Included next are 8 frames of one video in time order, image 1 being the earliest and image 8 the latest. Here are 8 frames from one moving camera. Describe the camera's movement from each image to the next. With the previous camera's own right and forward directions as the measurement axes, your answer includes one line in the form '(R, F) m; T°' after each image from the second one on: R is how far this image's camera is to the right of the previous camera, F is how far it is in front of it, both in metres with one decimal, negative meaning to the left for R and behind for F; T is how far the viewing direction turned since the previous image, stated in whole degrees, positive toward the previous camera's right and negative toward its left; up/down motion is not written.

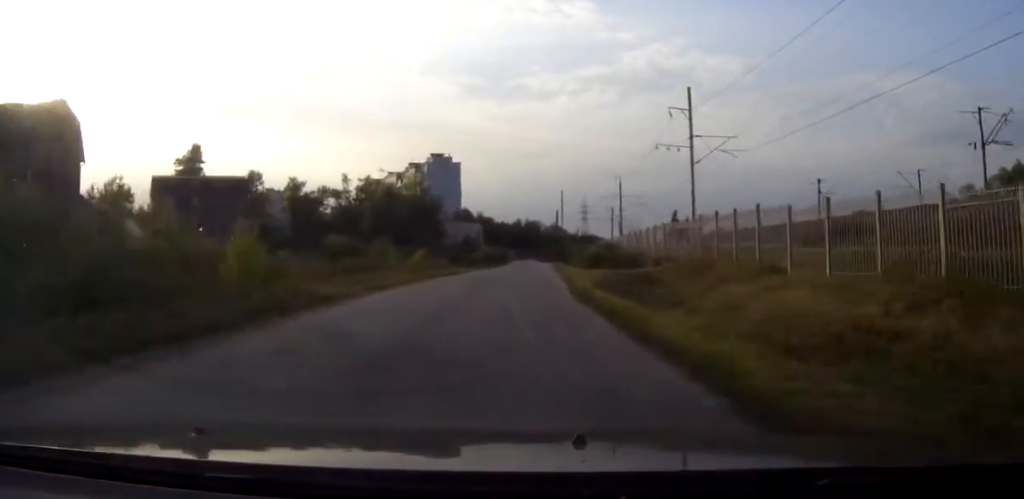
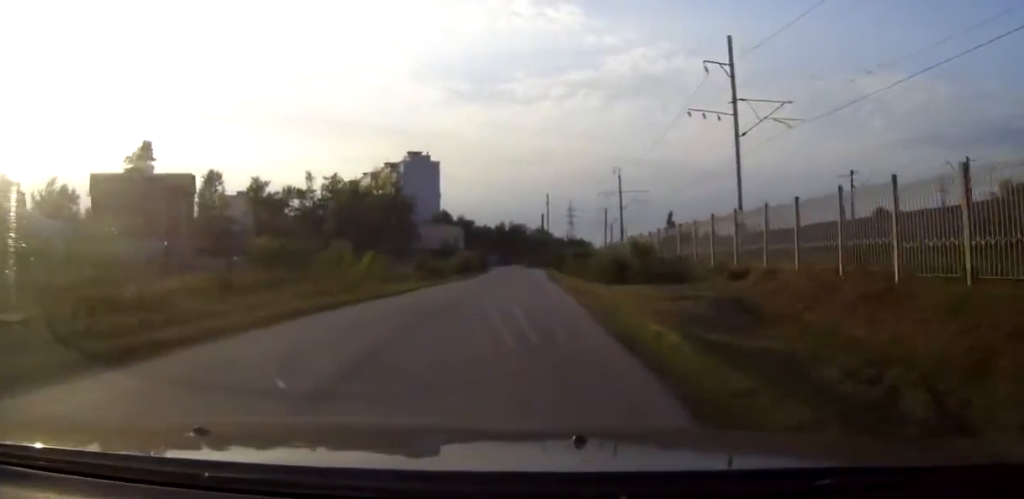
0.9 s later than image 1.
(+0.3, +17.7) m; +1°
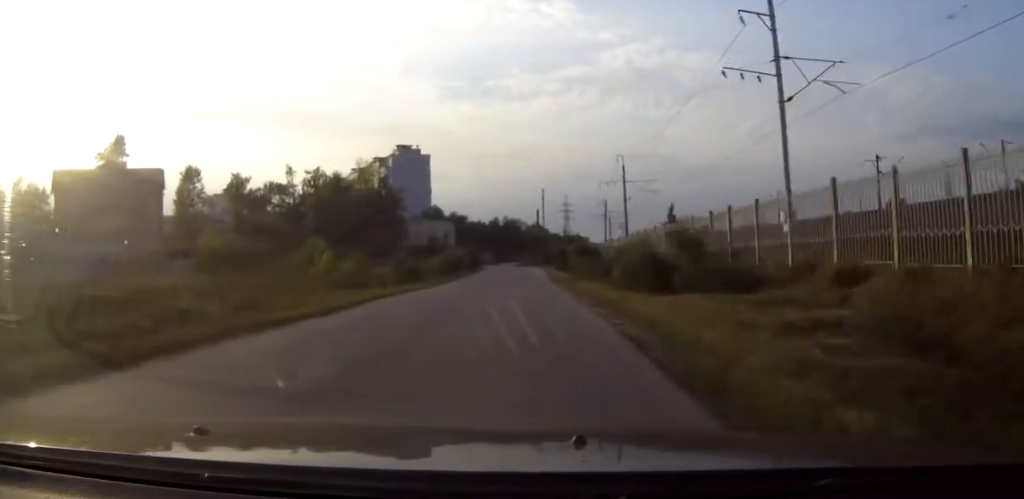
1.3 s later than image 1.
(0.0, +8.9) m; 0°
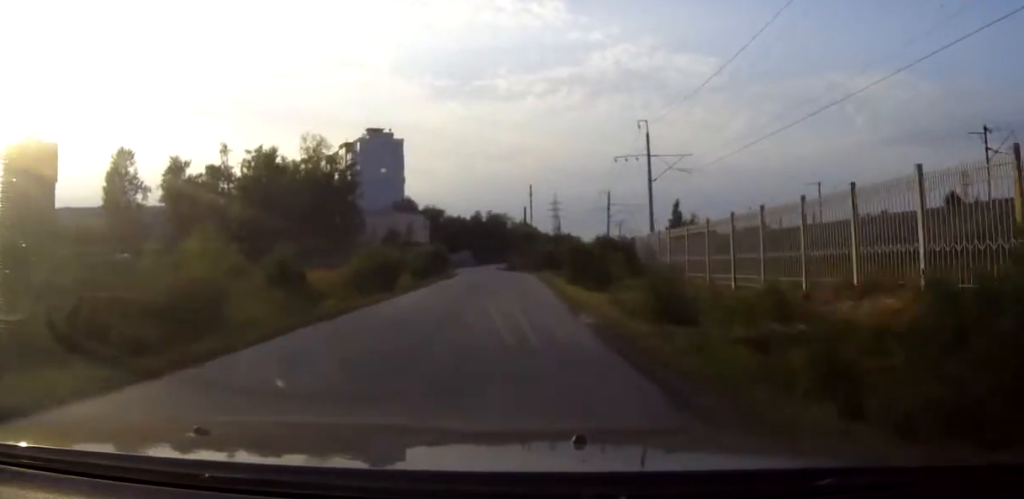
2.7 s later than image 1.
(+0.3, +27.1) m; +1°
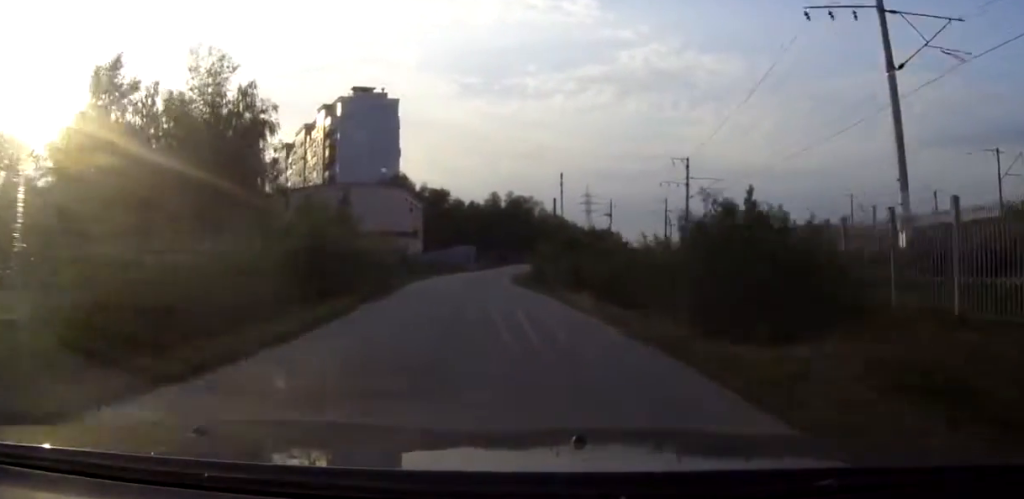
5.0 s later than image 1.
(-0.2, +44.3) m; -2°
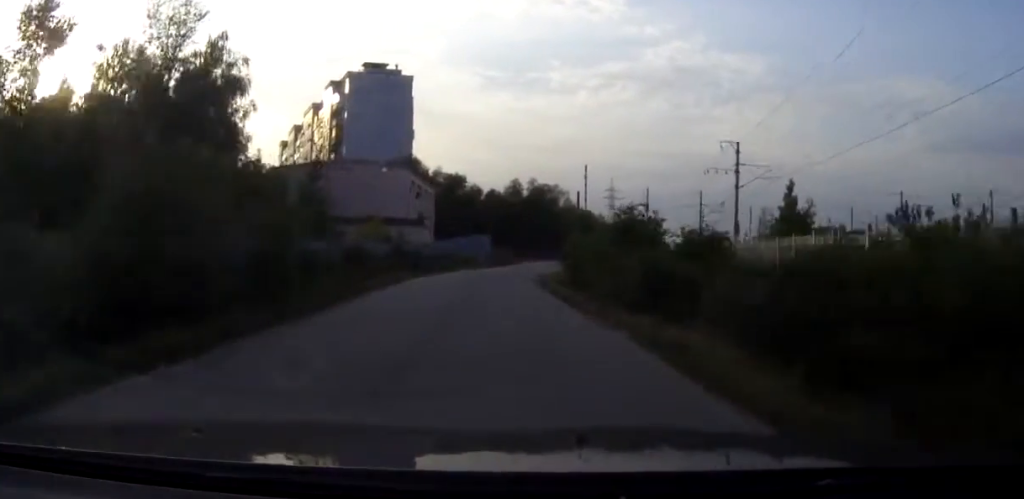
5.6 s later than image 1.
(-0.1, +12.1) m; -1°
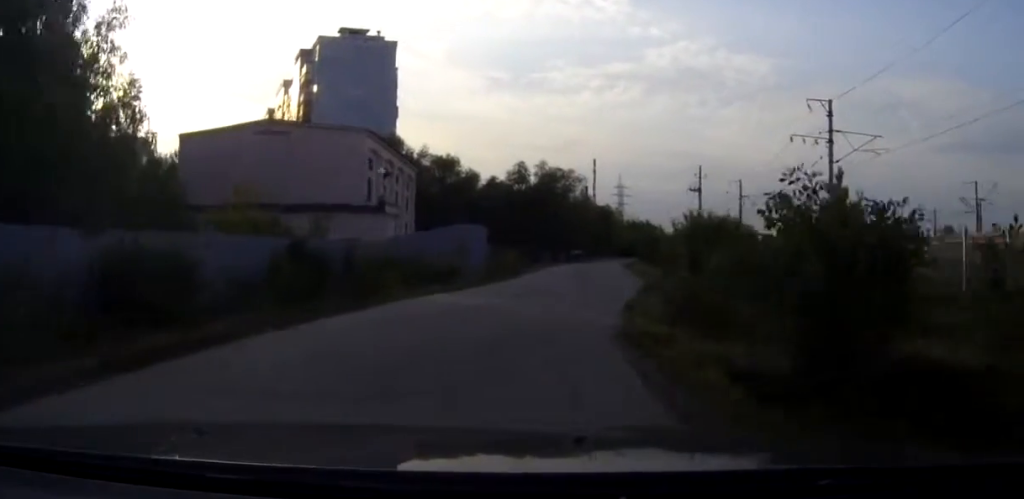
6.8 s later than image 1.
(-0.3, +22.5) m; +1°
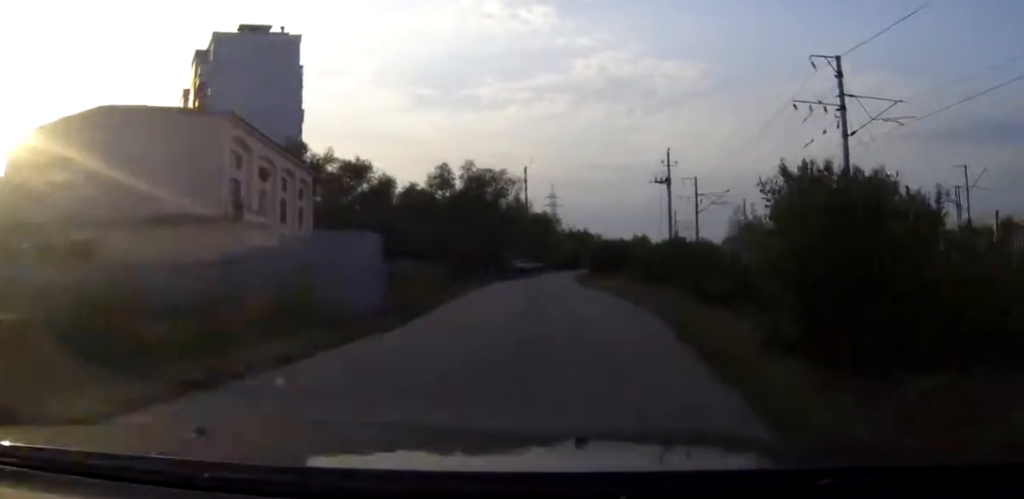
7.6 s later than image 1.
(+0.3, +13.7) m; +3°
